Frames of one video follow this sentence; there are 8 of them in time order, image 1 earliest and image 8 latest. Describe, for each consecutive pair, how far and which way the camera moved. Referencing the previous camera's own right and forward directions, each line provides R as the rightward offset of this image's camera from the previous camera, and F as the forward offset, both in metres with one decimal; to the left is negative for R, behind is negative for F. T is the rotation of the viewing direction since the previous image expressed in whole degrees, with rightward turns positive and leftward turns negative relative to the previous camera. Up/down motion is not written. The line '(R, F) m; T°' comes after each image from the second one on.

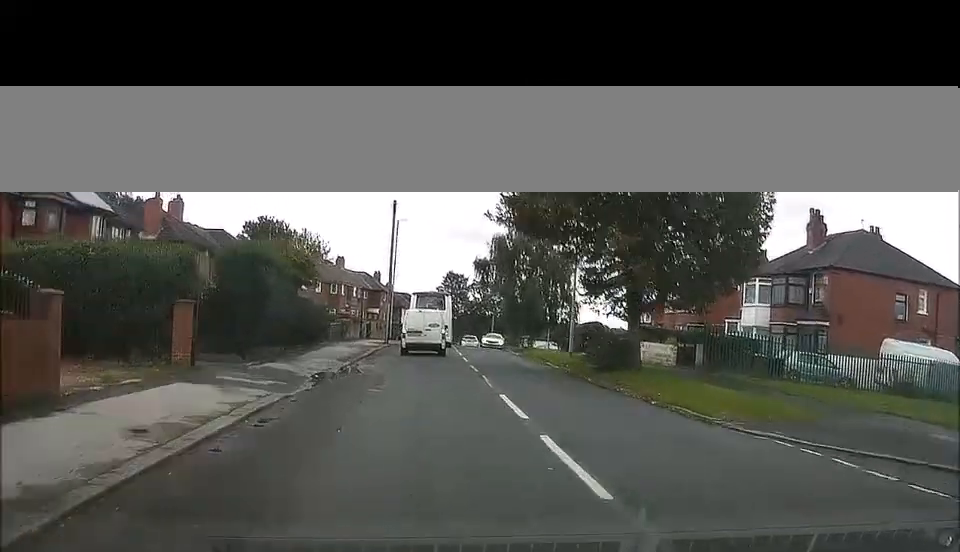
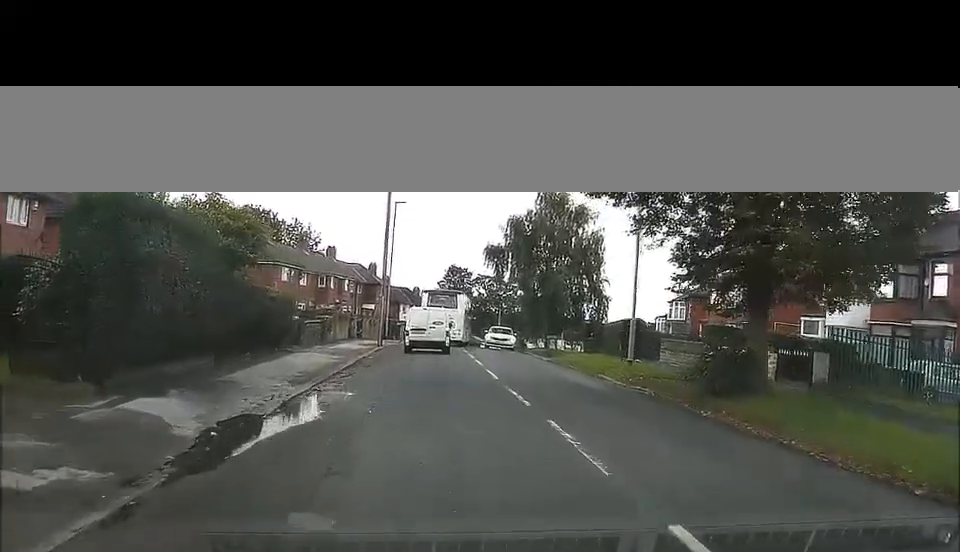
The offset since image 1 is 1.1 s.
(+0.3, +10.5) m; +1°
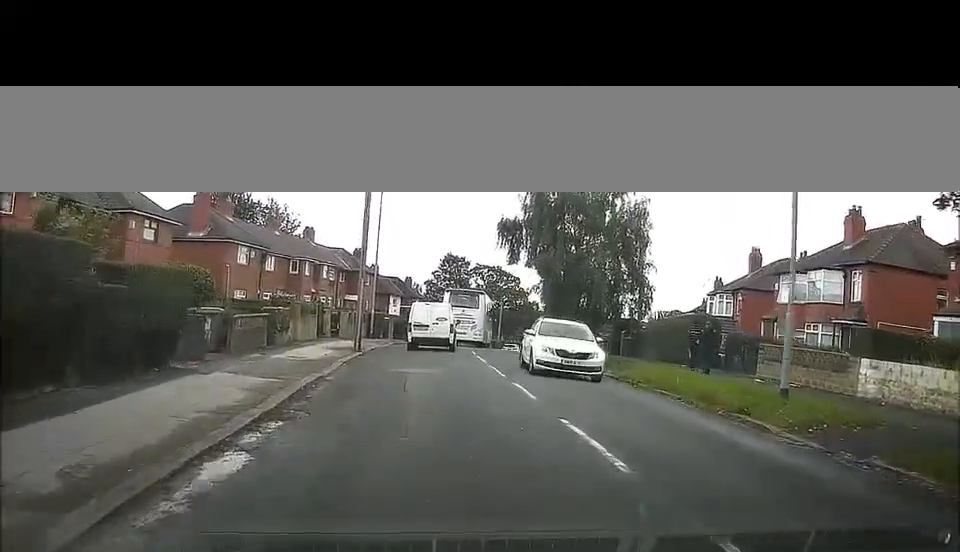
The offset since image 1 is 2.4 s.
(0.0, +12.3) m; +1°
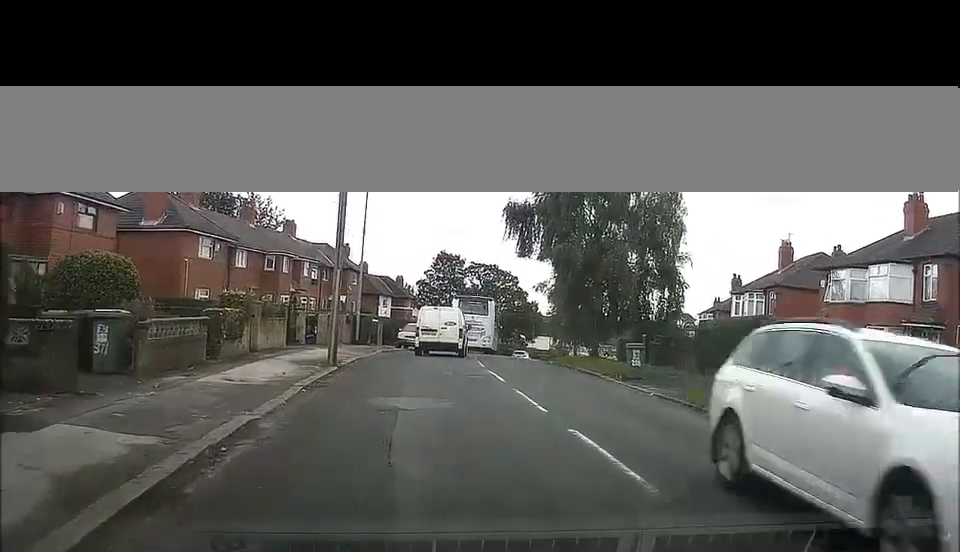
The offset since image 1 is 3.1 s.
(+0.1, +6.7) m; 0°
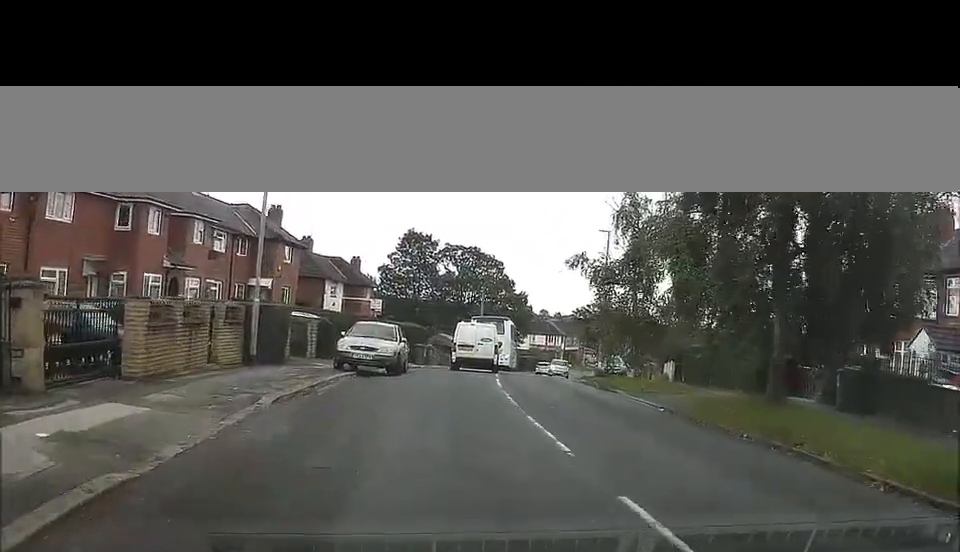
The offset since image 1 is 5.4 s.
(+0.5, +21.2) m; +6°
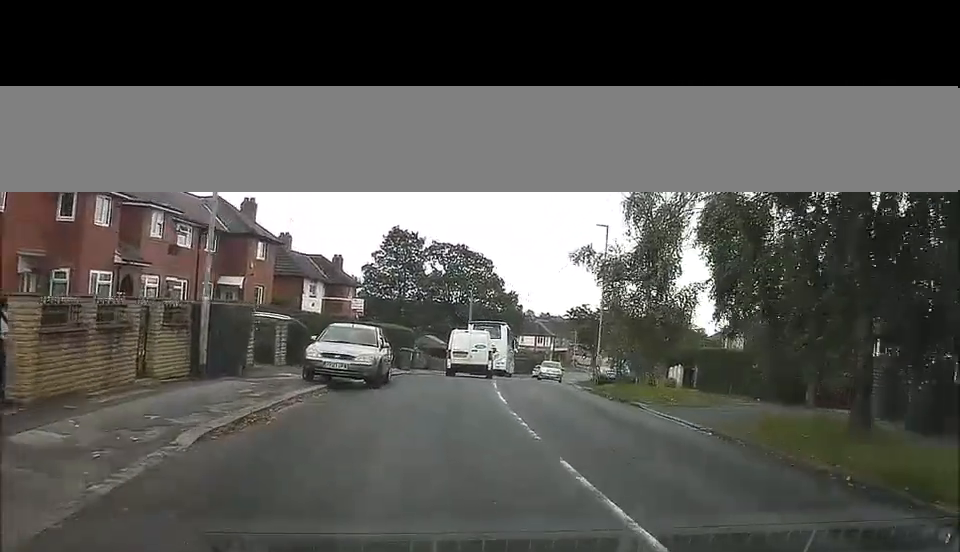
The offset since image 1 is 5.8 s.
(+0.1, +3.9) m; +2°
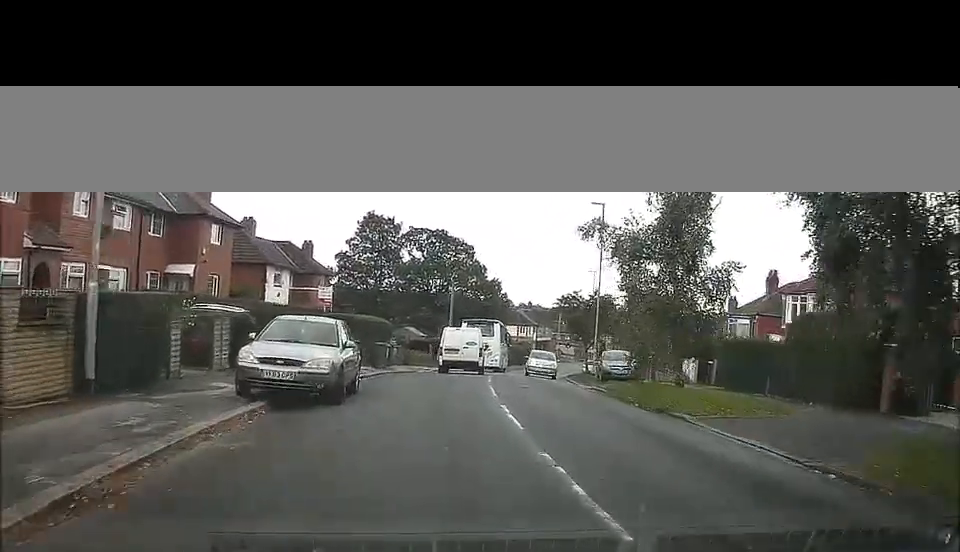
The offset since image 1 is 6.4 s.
(+0.1, +5.3) m; +1°
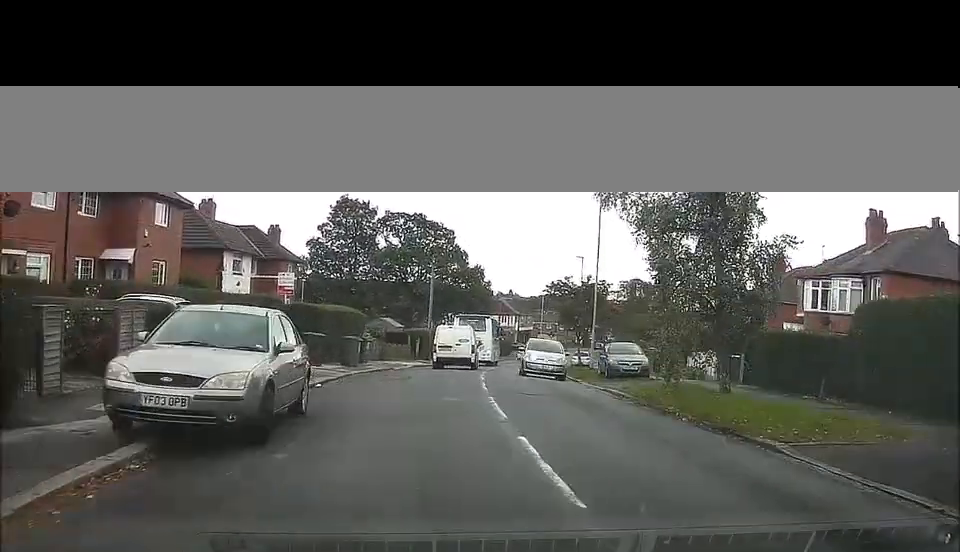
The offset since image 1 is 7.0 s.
(0.0, +5.3) m; +1°
